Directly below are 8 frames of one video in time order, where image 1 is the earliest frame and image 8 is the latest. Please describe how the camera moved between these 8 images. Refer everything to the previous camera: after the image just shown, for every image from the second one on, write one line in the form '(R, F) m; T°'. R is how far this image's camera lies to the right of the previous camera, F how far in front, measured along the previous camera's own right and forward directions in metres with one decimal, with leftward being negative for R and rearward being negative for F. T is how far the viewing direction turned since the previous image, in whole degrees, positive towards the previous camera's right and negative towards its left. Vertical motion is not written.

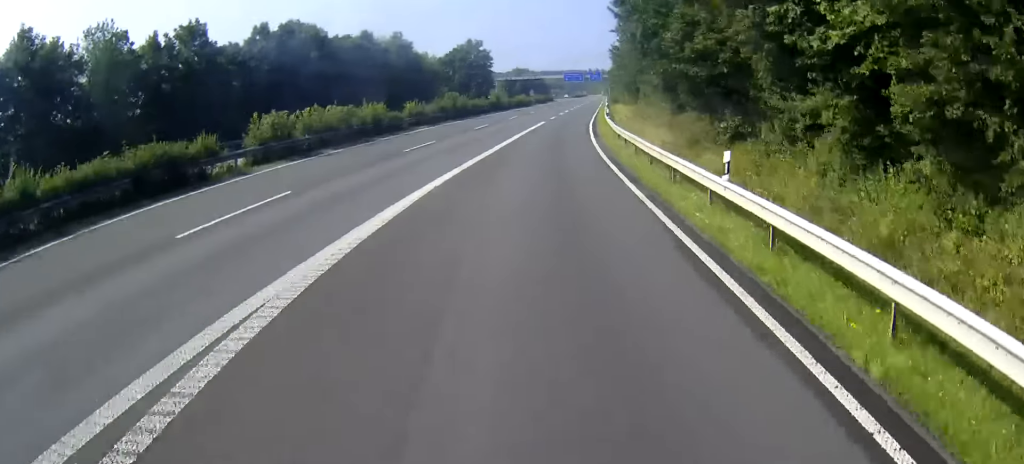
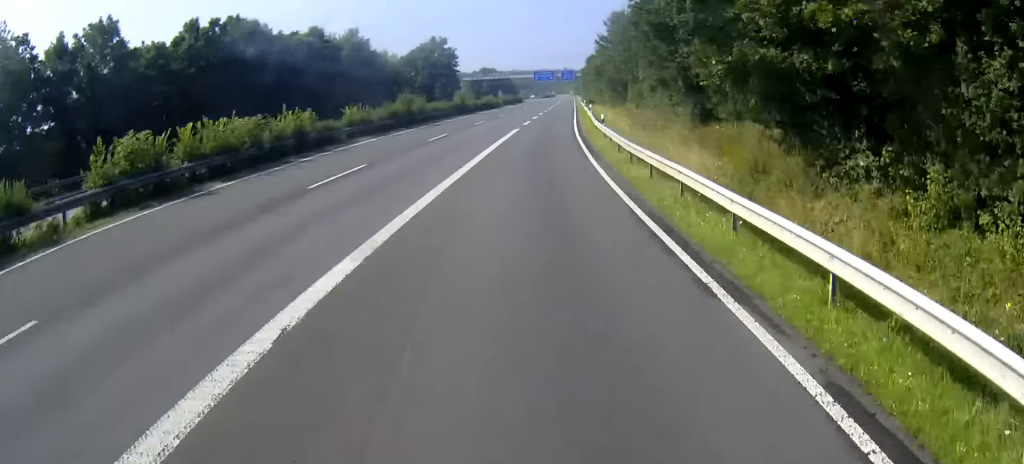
(0.0, +11.1) m; 0°
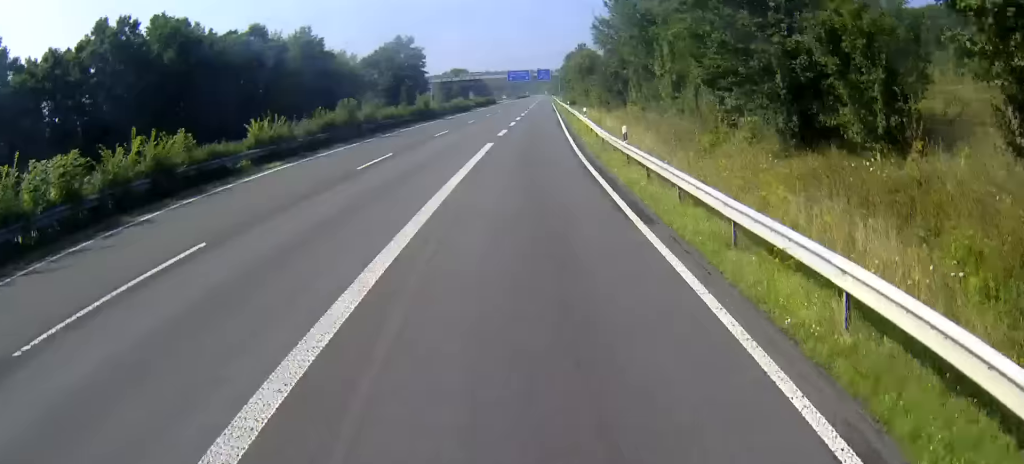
(0.0, +12.7) m; 0°
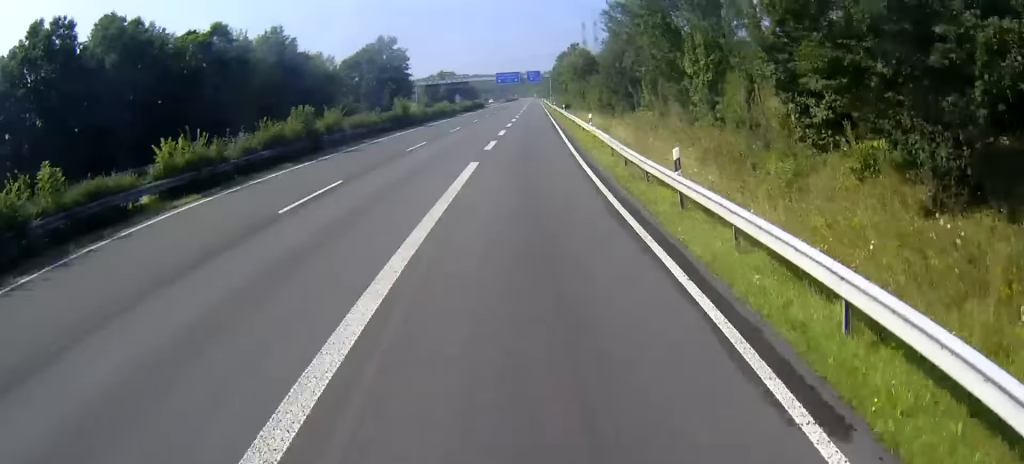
(0.0, +8.2) m; 0°
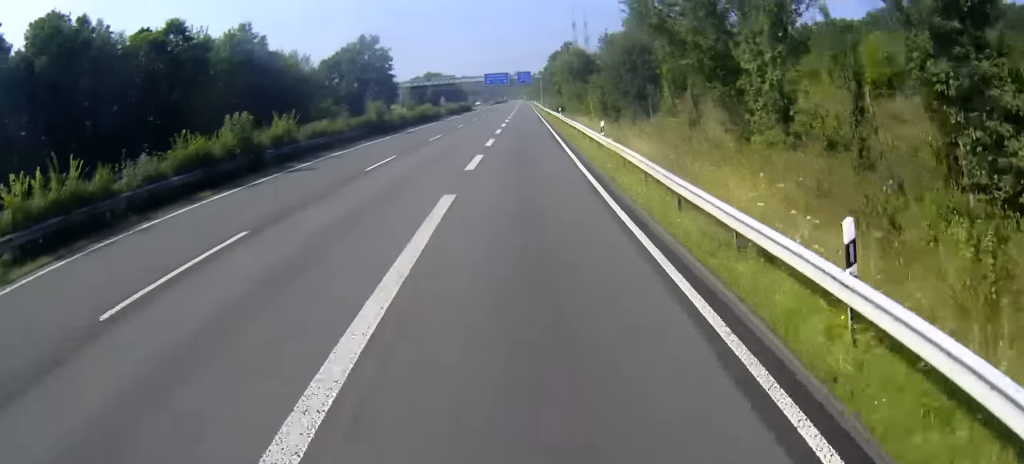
(0.0, +8.3) m; 0°
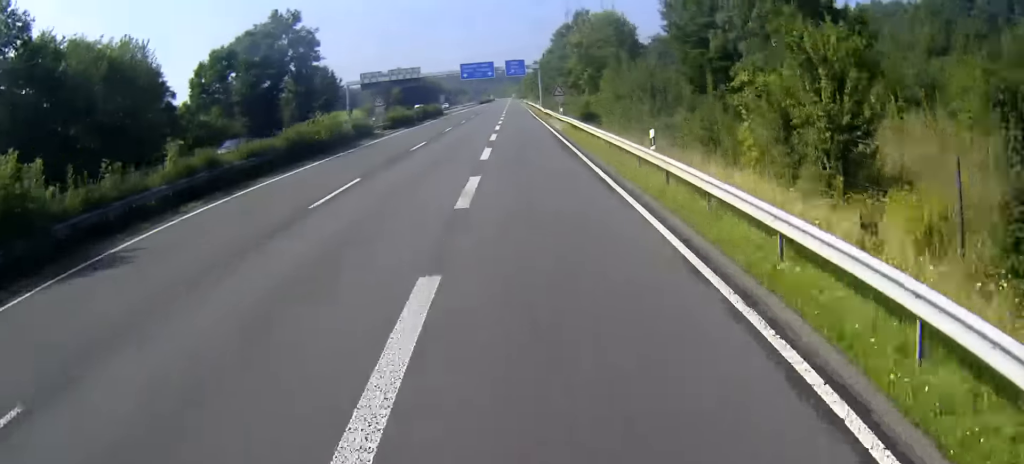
(+0.1, +44.7) m; +2°
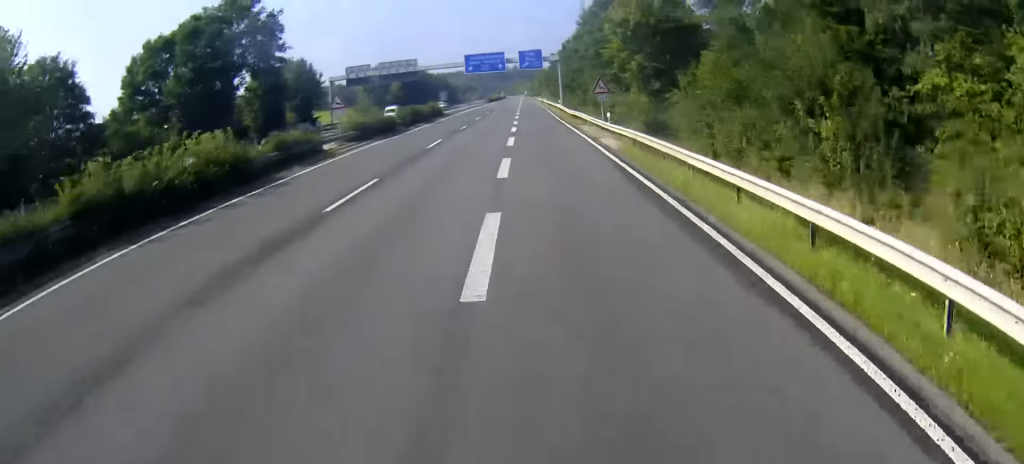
(+0.7, +19.7) m; +3°
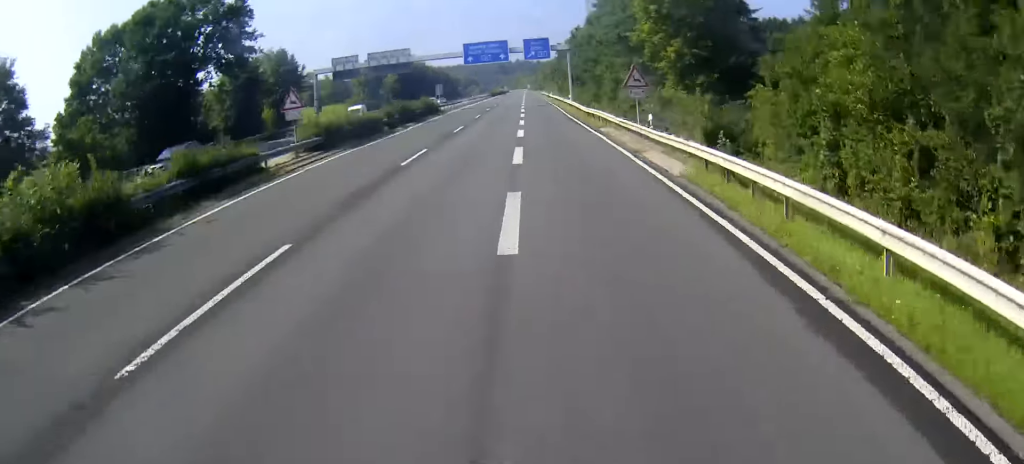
(+0.2, +10.5) m; +1°
